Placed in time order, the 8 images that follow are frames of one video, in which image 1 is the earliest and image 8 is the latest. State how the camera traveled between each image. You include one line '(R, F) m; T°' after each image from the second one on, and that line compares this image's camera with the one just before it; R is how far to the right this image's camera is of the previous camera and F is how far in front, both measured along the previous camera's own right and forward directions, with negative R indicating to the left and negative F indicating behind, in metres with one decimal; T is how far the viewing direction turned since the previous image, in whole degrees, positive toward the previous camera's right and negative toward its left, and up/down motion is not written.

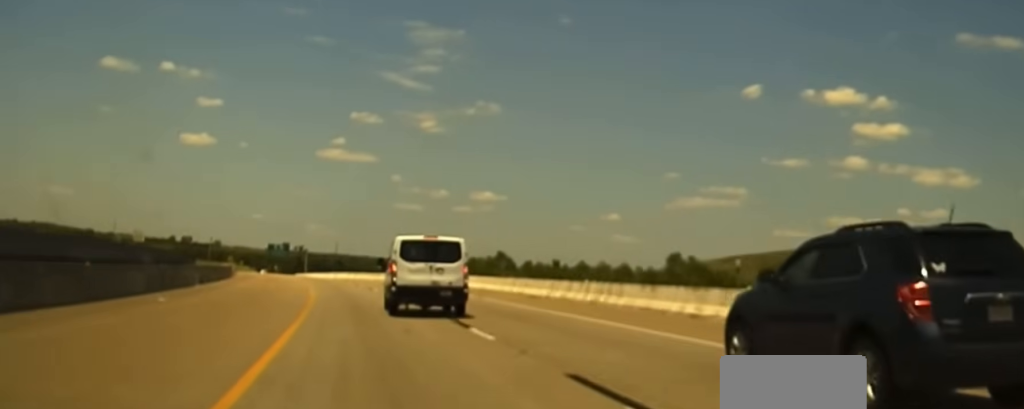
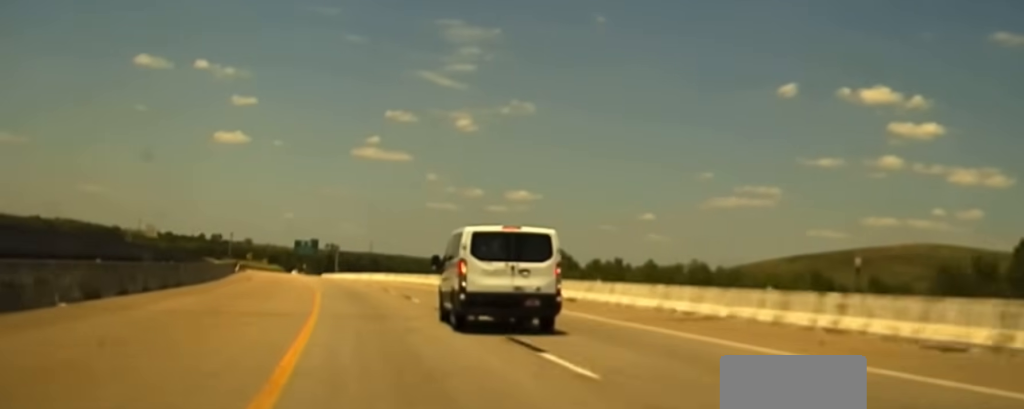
(-0.4, +30.2) m; -2°
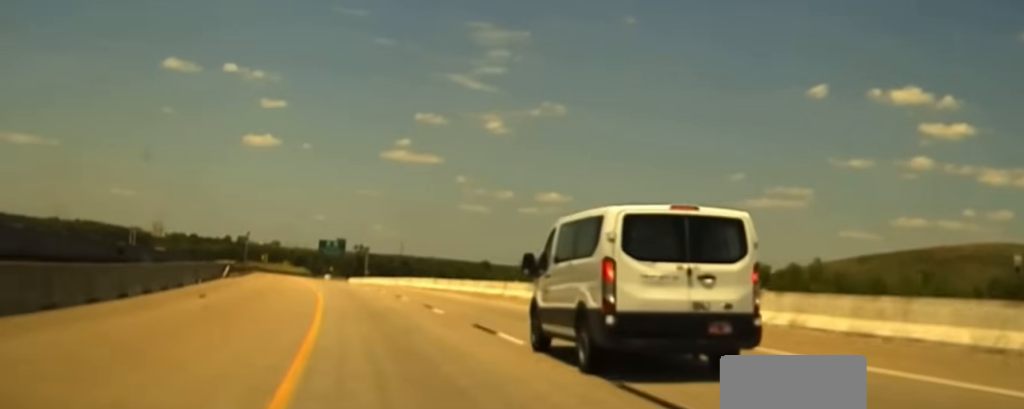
(-0.4, +30.4) m; -2°
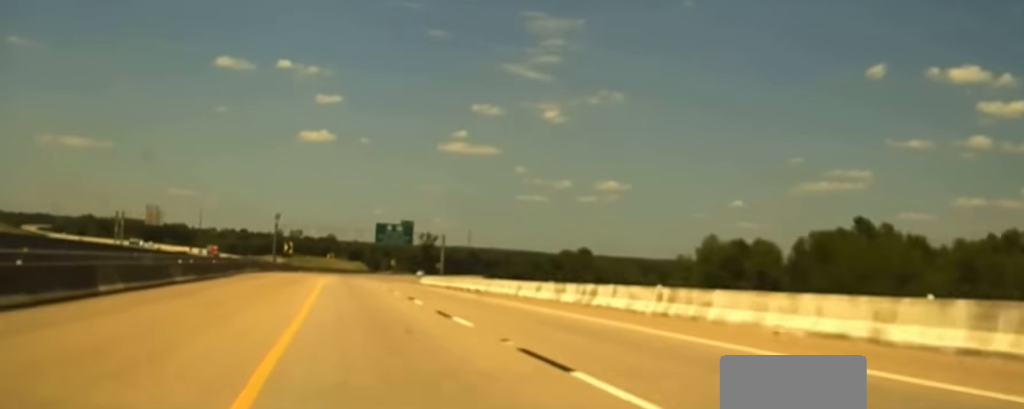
(-2.4, +68.5) m; -3°
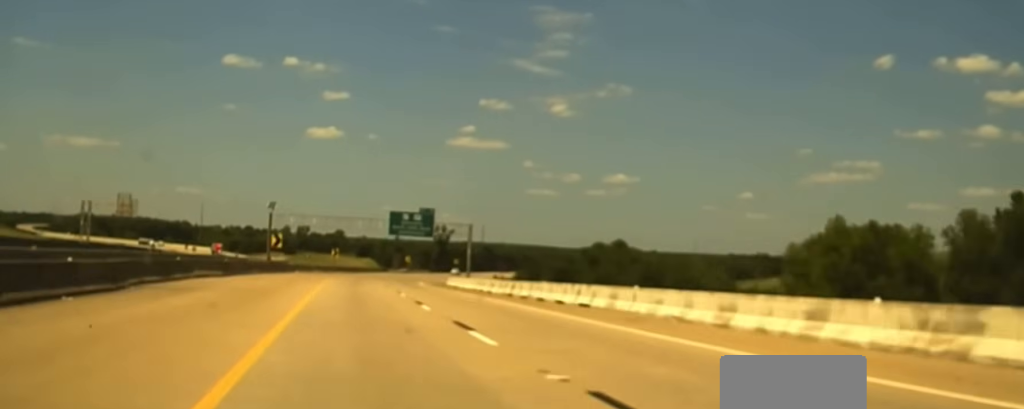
(-0.1, +28.4) m; 0°
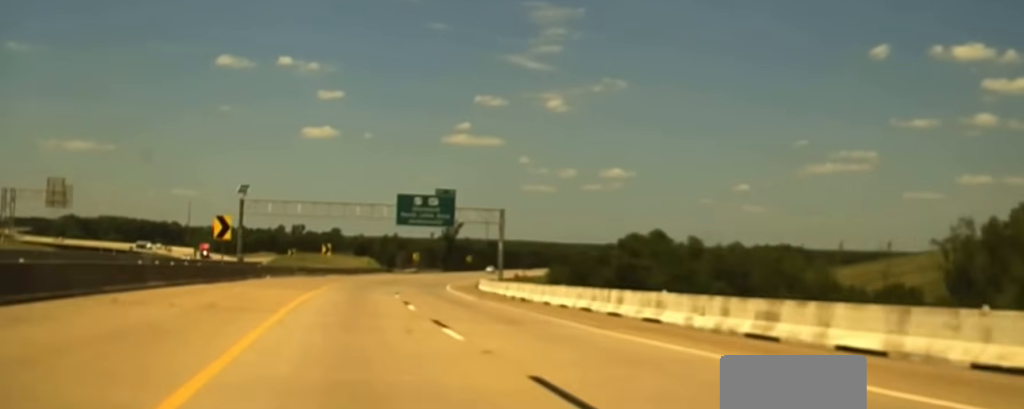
(-0.2, +35.2) m; 0°
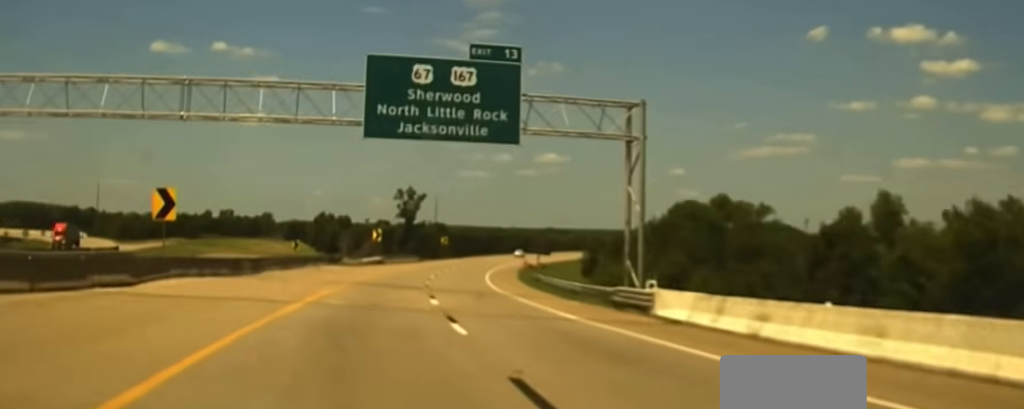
(+2.0, +70.2) m; +5°
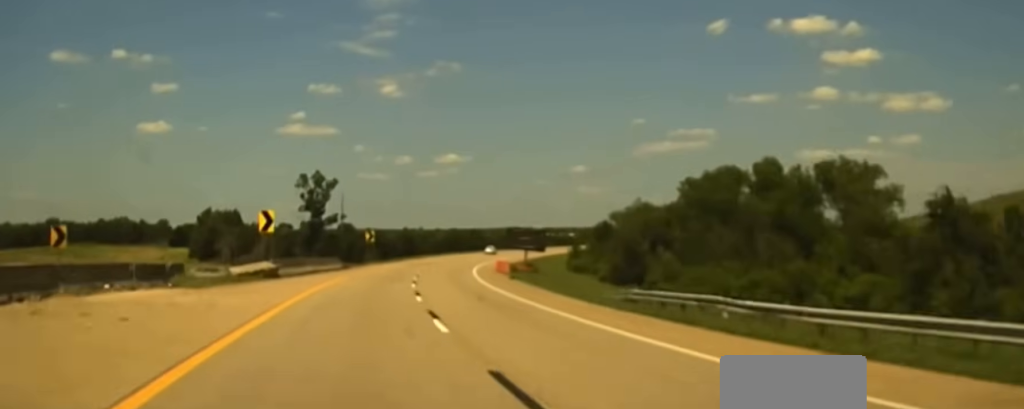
(+1.9, +48.5) m; +6°
